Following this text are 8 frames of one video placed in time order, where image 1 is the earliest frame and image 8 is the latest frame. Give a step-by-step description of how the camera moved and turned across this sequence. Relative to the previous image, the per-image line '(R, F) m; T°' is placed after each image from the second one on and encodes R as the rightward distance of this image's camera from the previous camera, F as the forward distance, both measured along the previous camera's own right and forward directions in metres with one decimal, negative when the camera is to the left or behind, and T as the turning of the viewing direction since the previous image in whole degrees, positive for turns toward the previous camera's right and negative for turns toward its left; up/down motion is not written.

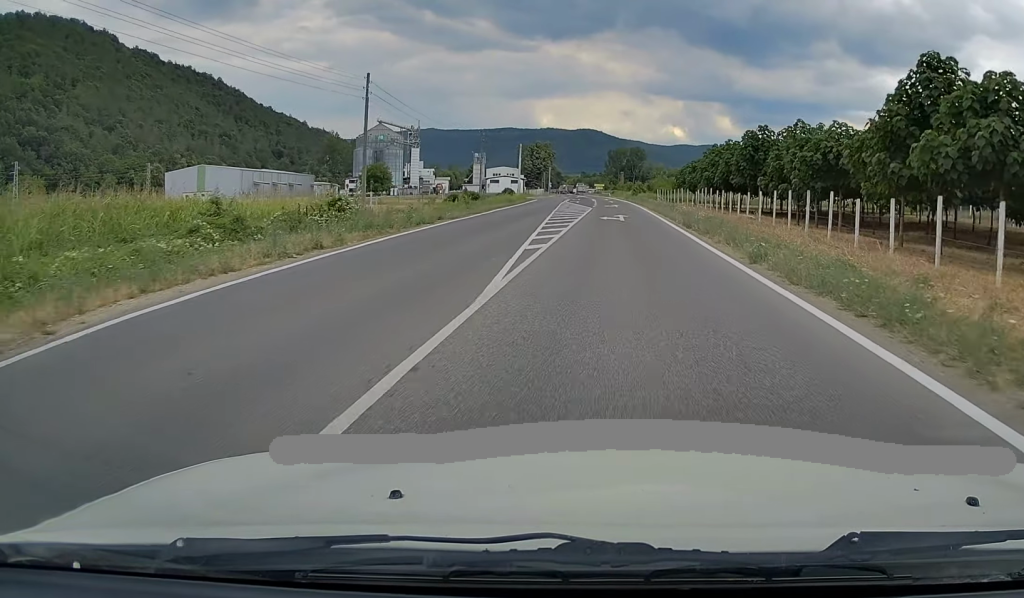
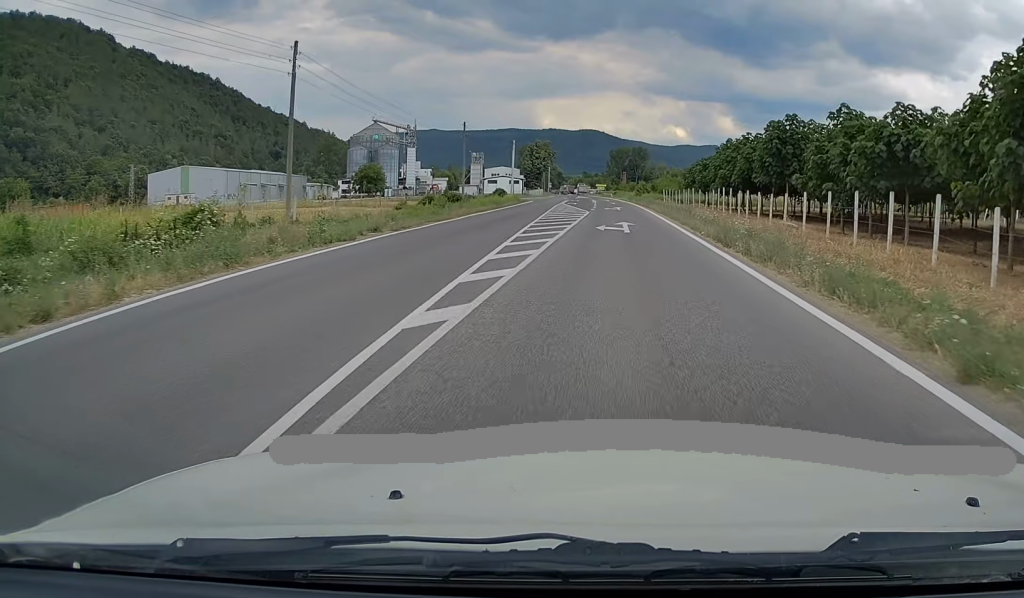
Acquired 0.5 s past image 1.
(+0.1, +8.9) m; 0°
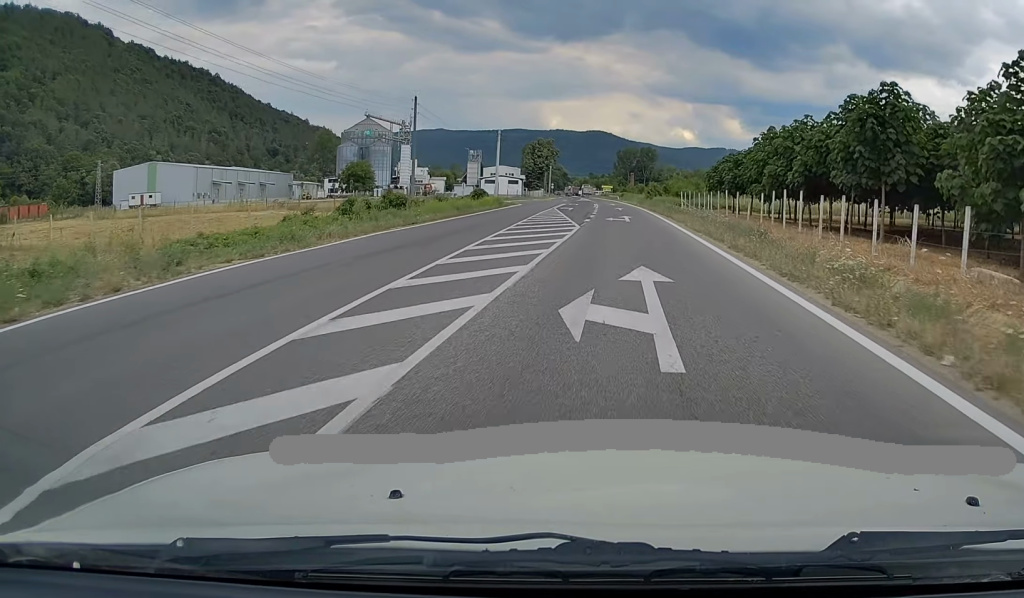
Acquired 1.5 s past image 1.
(-0.1, +17.1) m; -1°
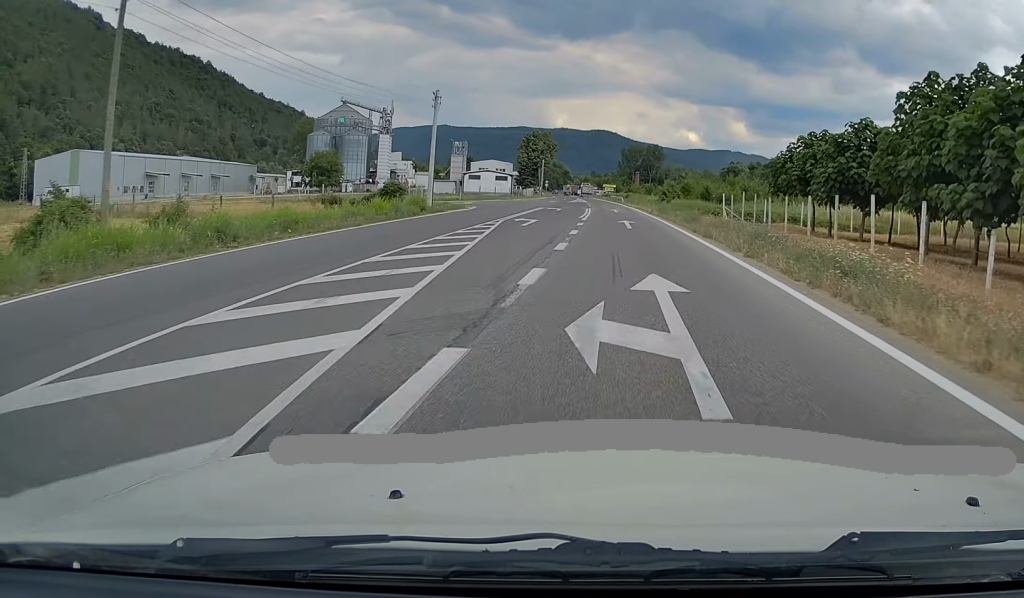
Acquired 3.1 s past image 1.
(-0.1, +28.8) m; 0°
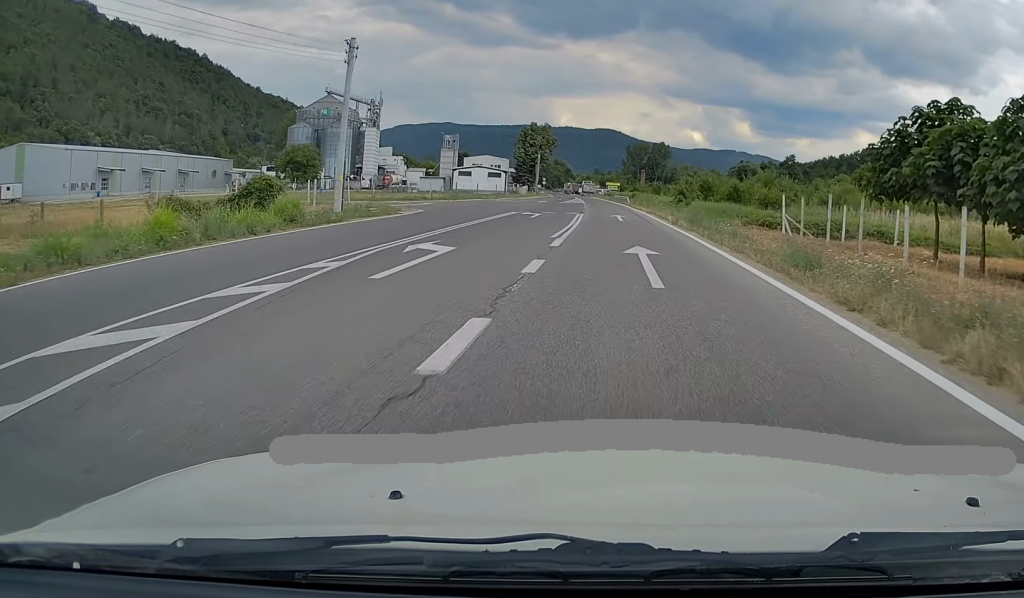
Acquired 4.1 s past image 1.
(-0.1, +17.0) m; 0°
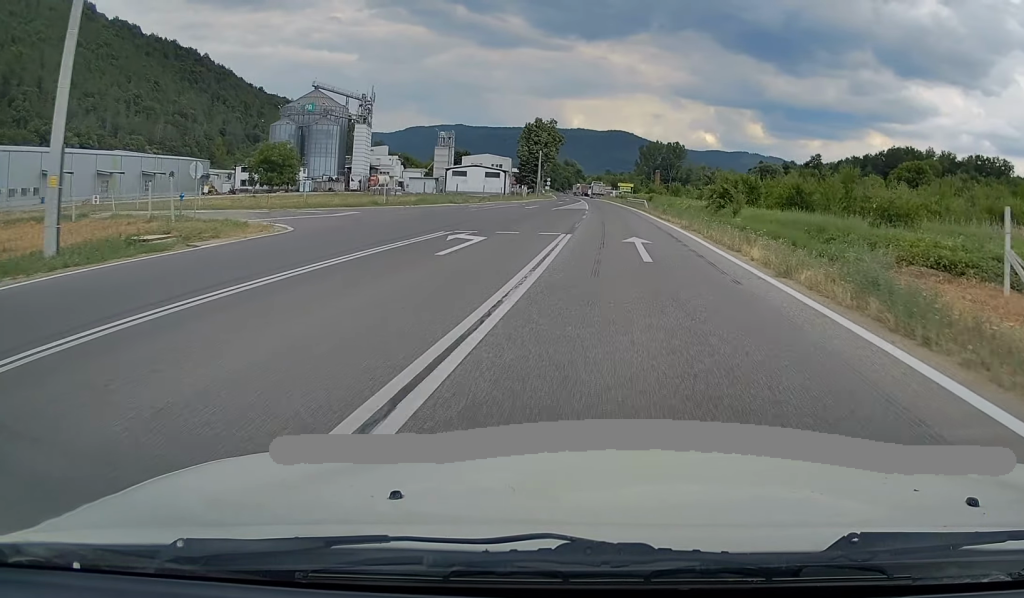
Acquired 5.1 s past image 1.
(0.0, +18.7) m; -1°
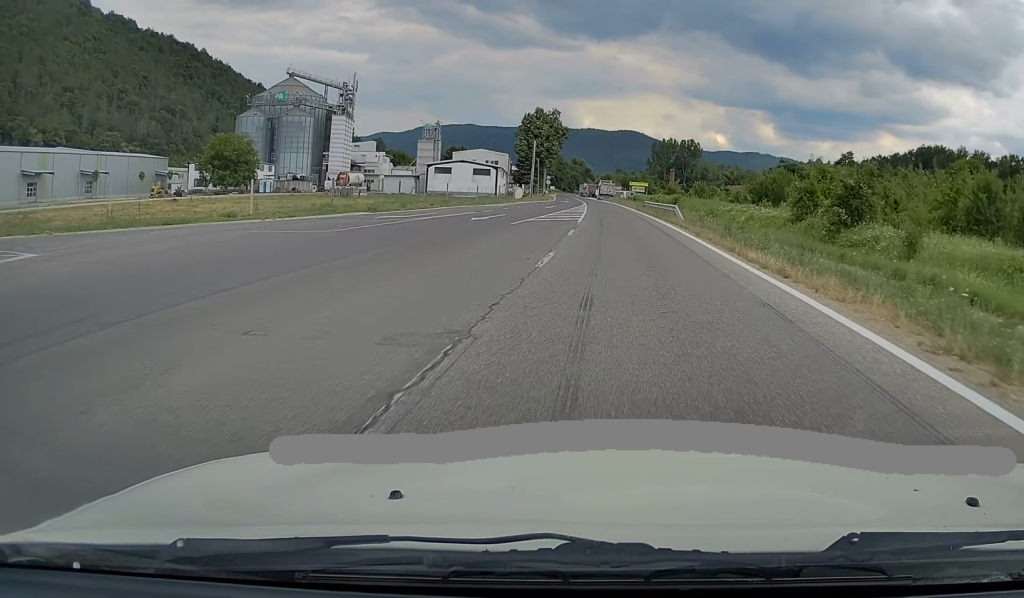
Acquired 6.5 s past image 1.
(-0.3, +23.2) m; -1°
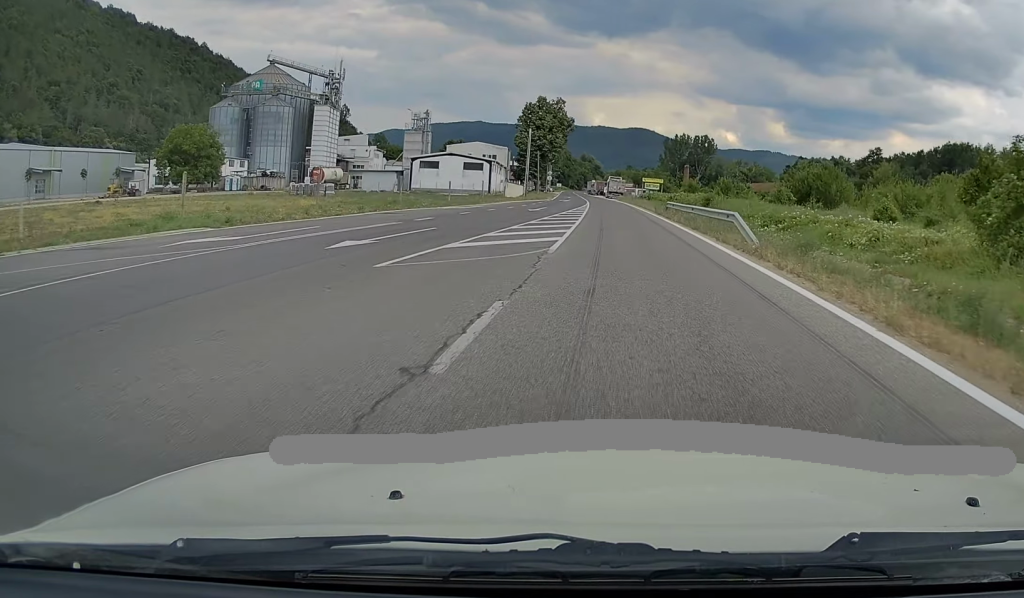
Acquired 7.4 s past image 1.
(0.0, +16.2) m; -1°
